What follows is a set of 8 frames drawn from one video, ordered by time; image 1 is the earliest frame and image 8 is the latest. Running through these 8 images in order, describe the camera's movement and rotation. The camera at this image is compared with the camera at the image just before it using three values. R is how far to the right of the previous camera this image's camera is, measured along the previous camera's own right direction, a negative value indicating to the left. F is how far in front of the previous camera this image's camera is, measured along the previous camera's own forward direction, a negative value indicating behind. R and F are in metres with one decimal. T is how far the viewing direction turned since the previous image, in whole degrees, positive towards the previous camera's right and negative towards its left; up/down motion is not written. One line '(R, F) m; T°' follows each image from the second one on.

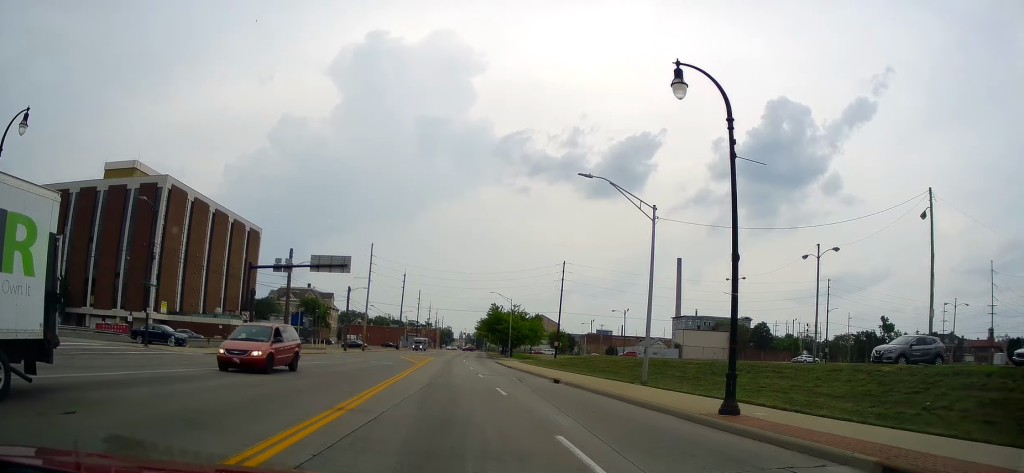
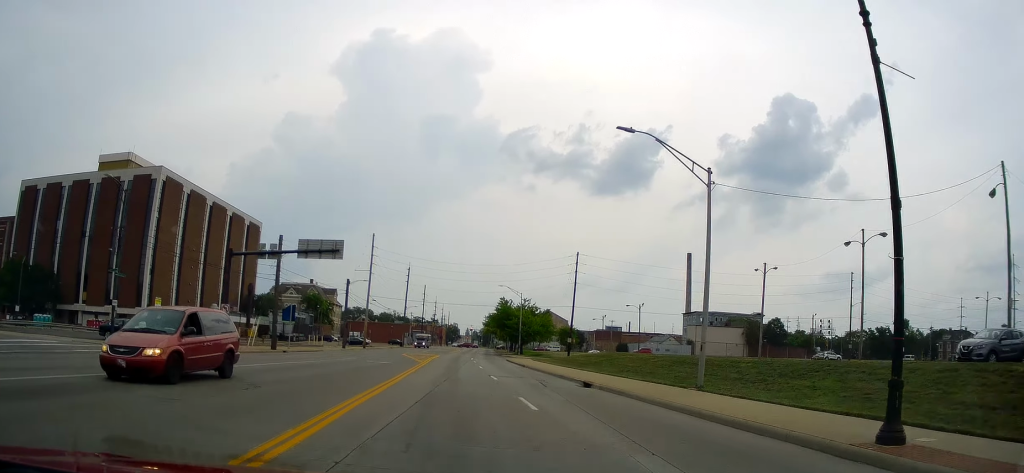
(0.0, +4.9) m; 0°
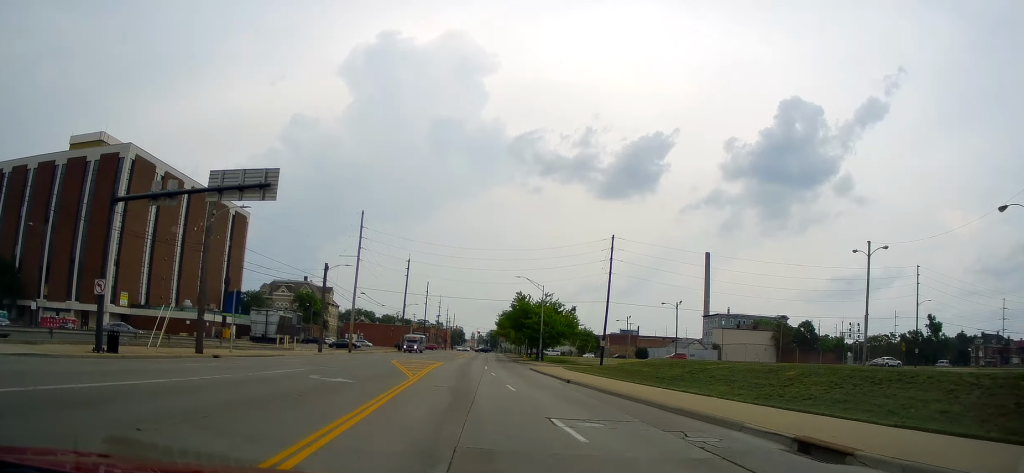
(-0.4, +14.8) m; -2°
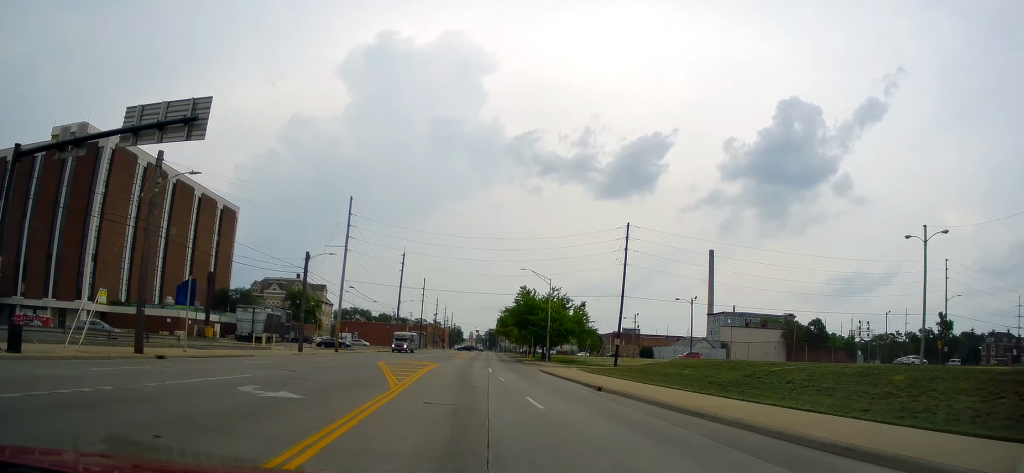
(0.0, +6.4) m; -1°
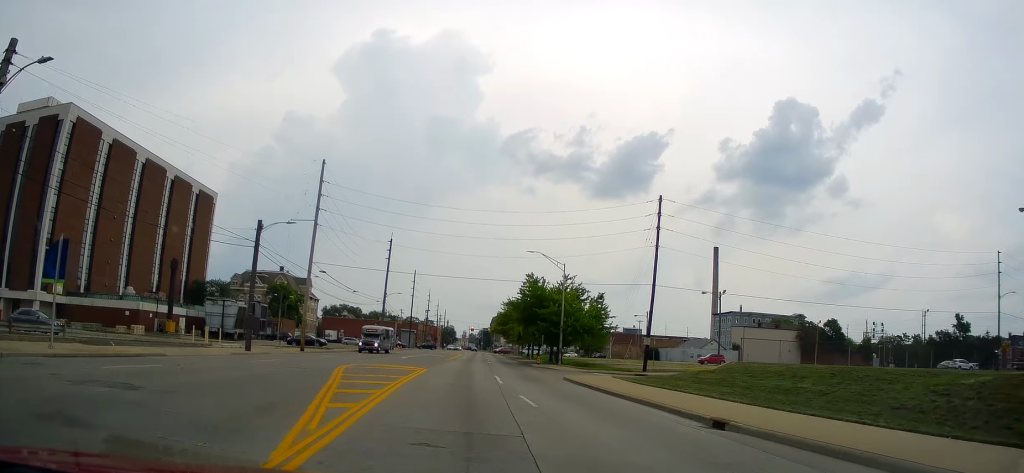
(-0.1, +11.1) m; -2°
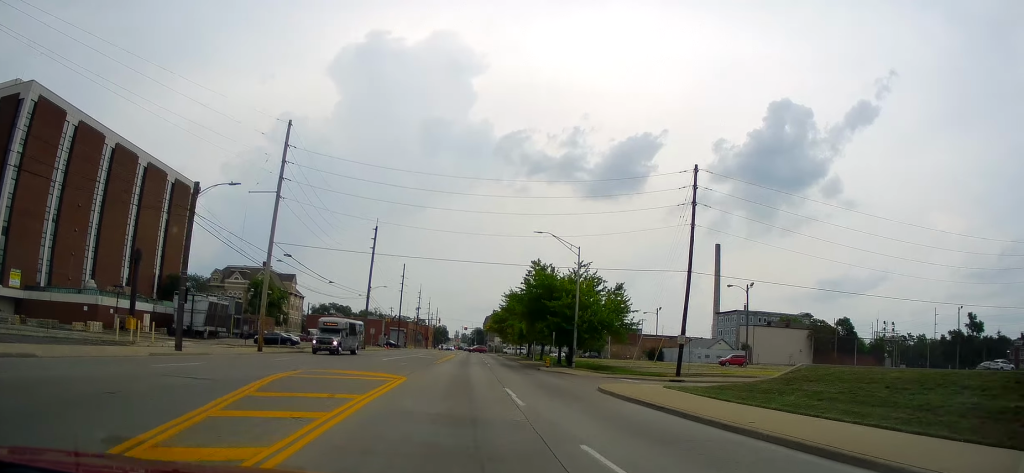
(-0.5, +9.1) m; 0°
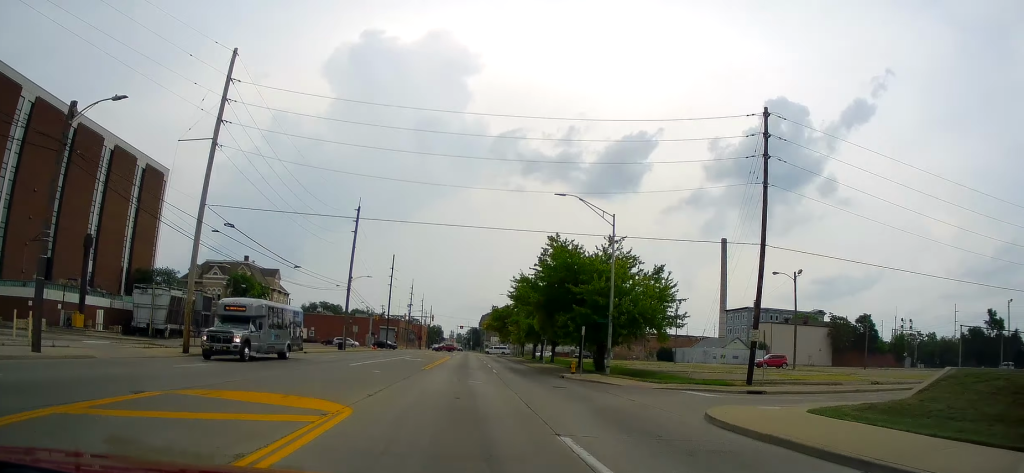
(+0.5, +11.3) m; +2°
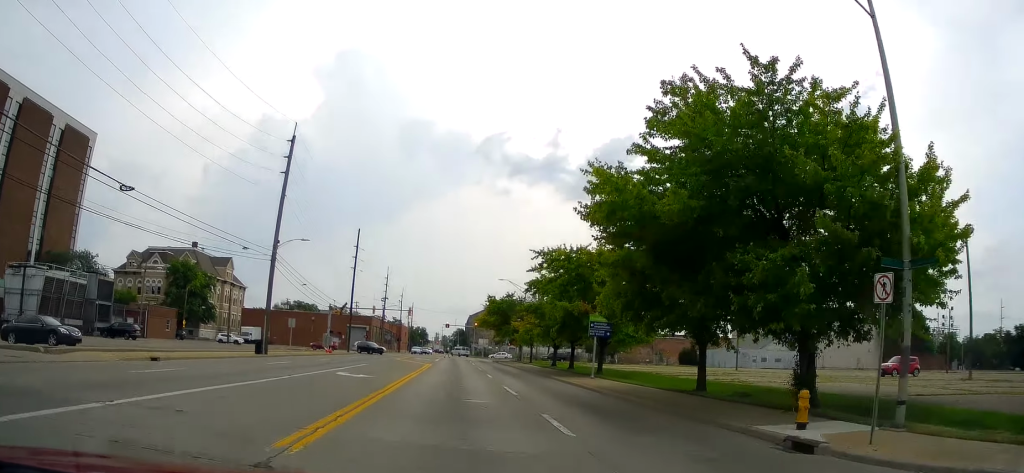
(-0.6, +25.2) m; -2°
